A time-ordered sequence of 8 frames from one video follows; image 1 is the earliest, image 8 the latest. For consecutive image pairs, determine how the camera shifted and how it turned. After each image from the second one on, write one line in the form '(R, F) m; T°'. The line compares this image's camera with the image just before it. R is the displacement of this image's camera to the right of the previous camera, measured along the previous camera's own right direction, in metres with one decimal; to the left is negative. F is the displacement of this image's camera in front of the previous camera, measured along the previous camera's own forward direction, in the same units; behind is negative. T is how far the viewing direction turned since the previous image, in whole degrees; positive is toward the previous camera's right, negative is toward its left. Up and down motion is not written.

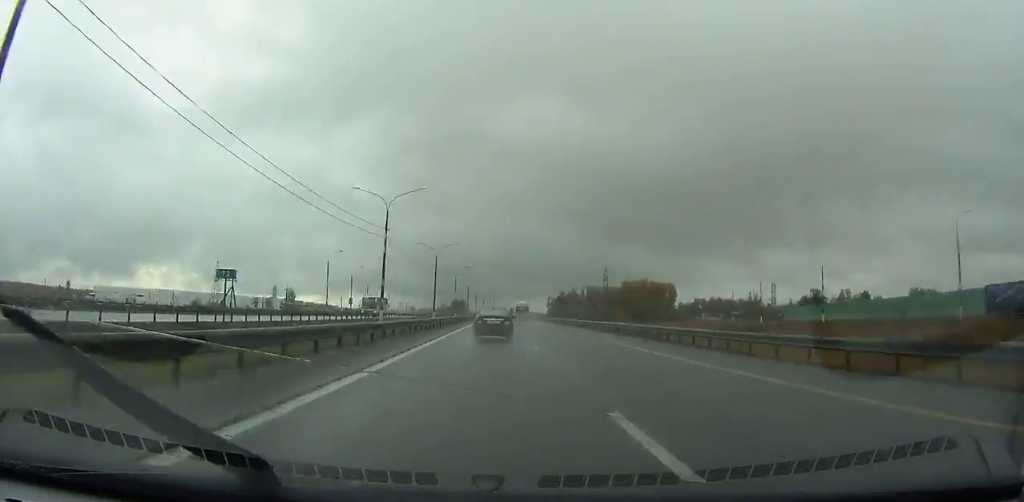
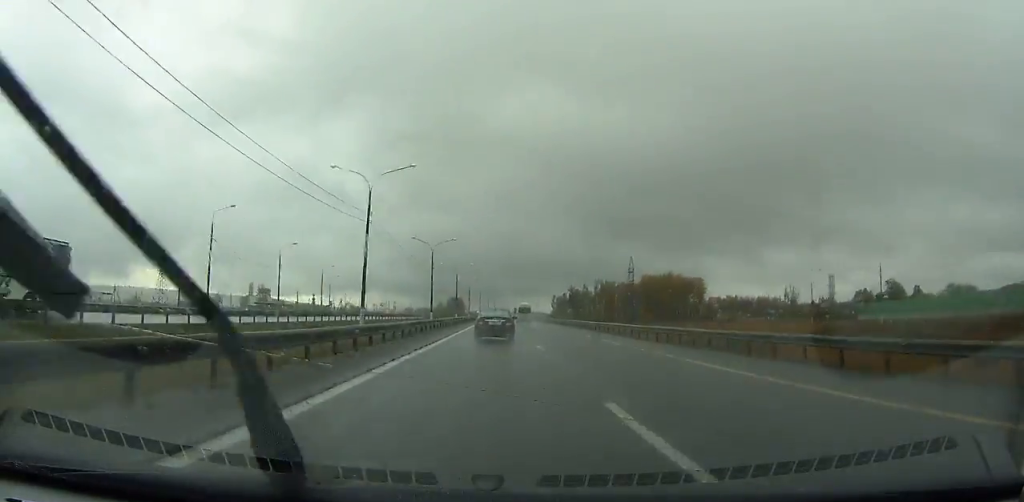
(+0.1, +47.4) m; 0°
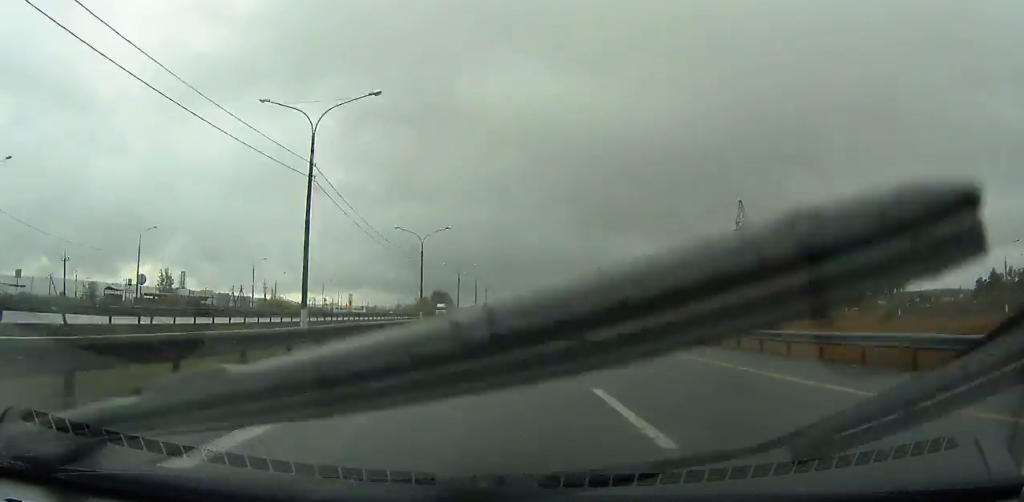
(+0.4, +93.3) m; +1°
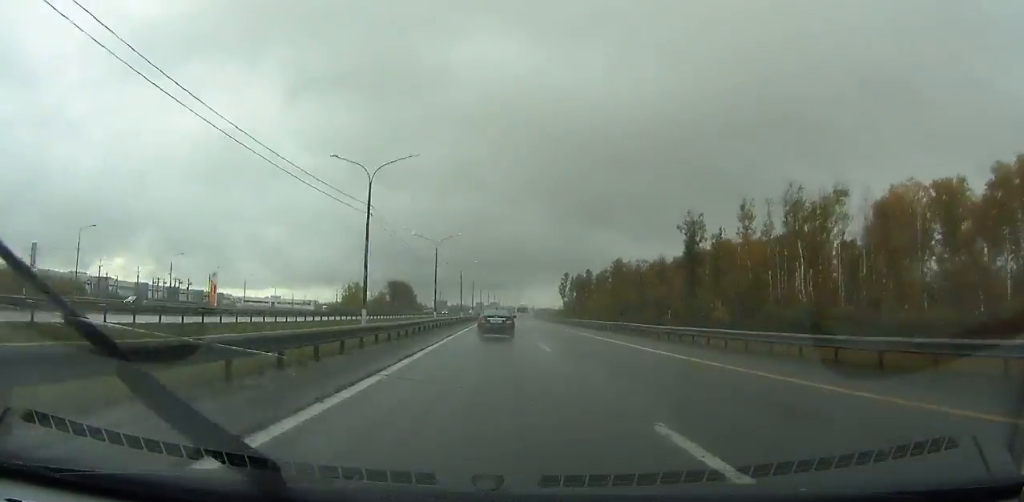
(+1.5, +115.6) m; +2°
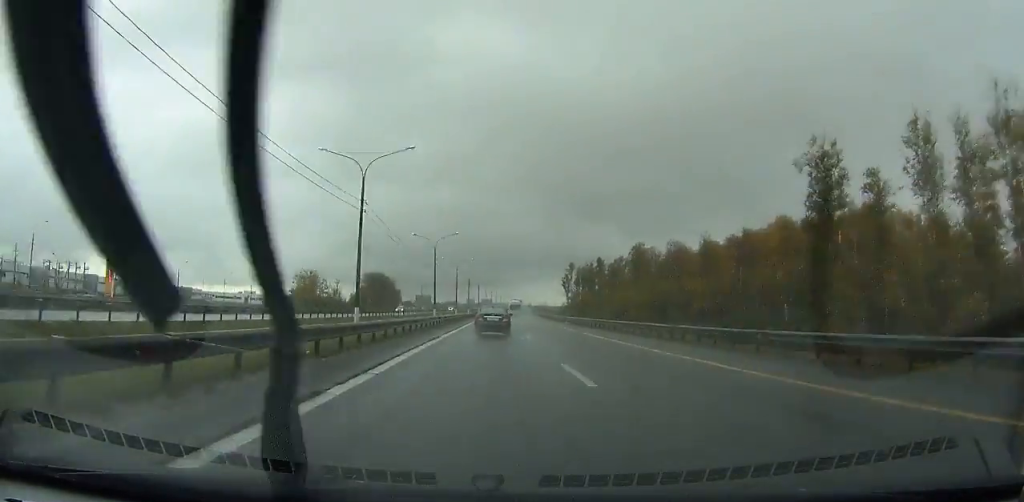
(+0.1, +39.7) m; +1°
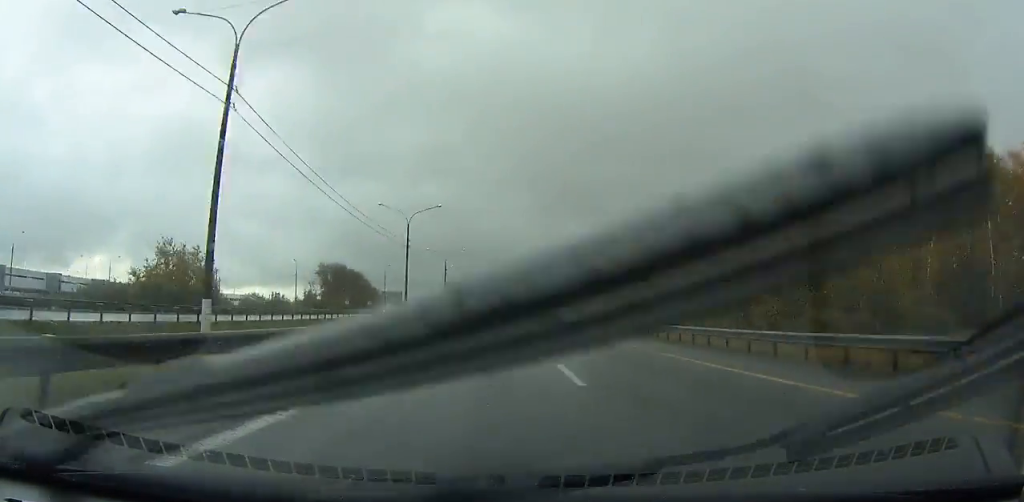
(+0.6, +64.0) m; +1°
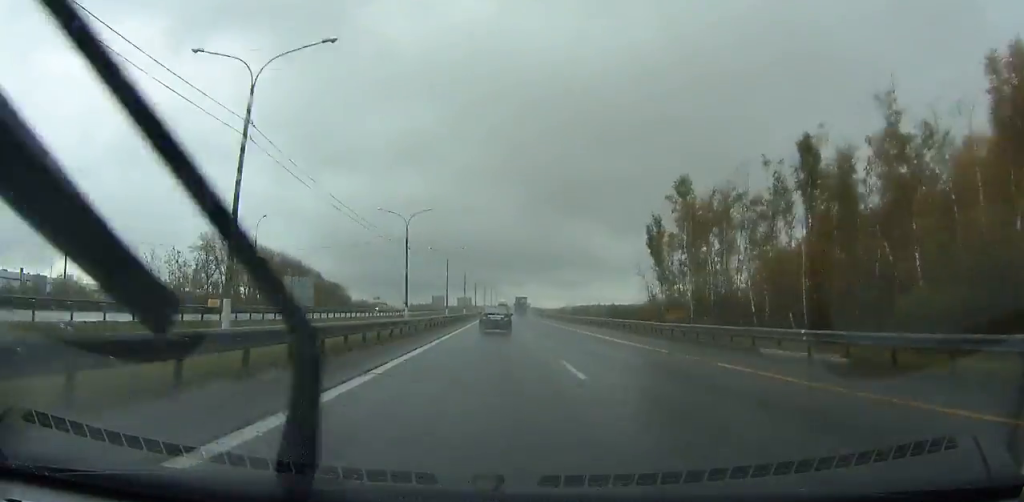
(+0.6, +81.8) m; +1°
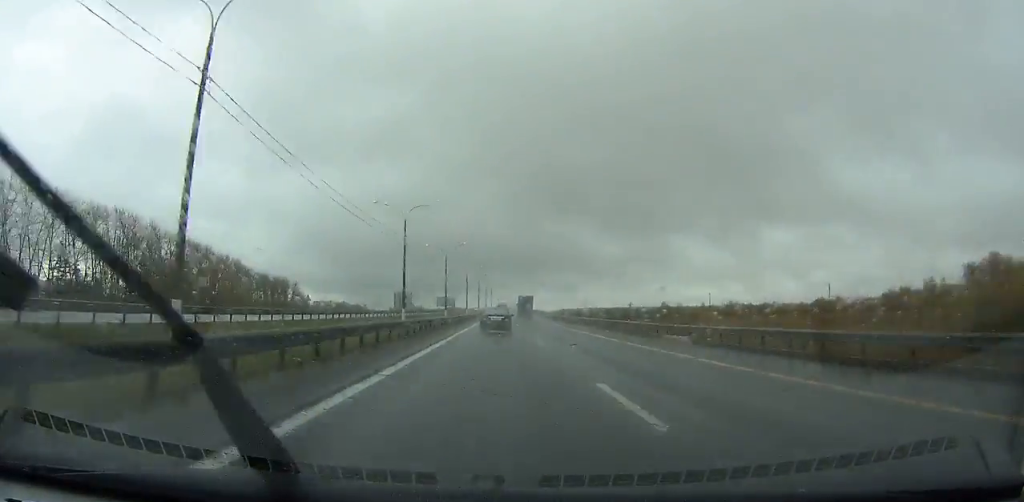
(+0.6, +84.3) m; +1°
